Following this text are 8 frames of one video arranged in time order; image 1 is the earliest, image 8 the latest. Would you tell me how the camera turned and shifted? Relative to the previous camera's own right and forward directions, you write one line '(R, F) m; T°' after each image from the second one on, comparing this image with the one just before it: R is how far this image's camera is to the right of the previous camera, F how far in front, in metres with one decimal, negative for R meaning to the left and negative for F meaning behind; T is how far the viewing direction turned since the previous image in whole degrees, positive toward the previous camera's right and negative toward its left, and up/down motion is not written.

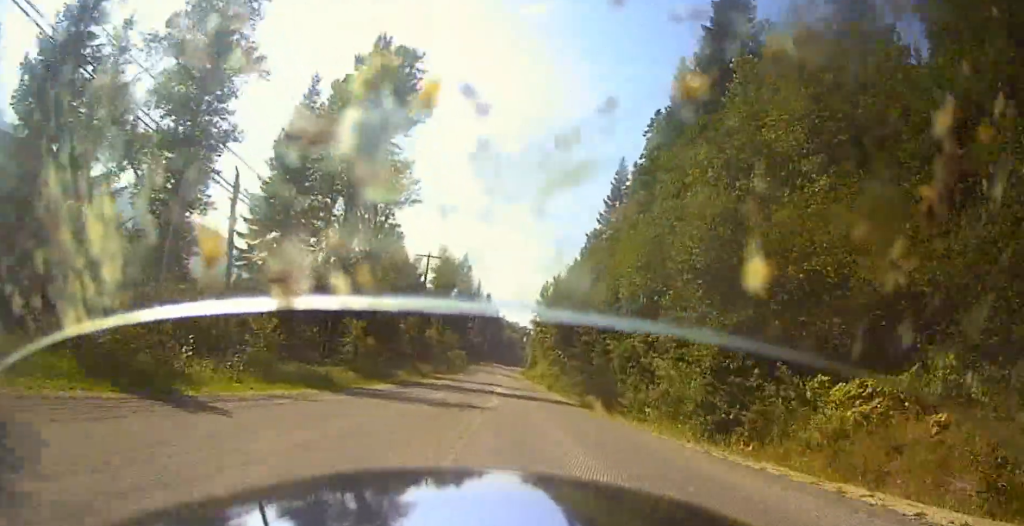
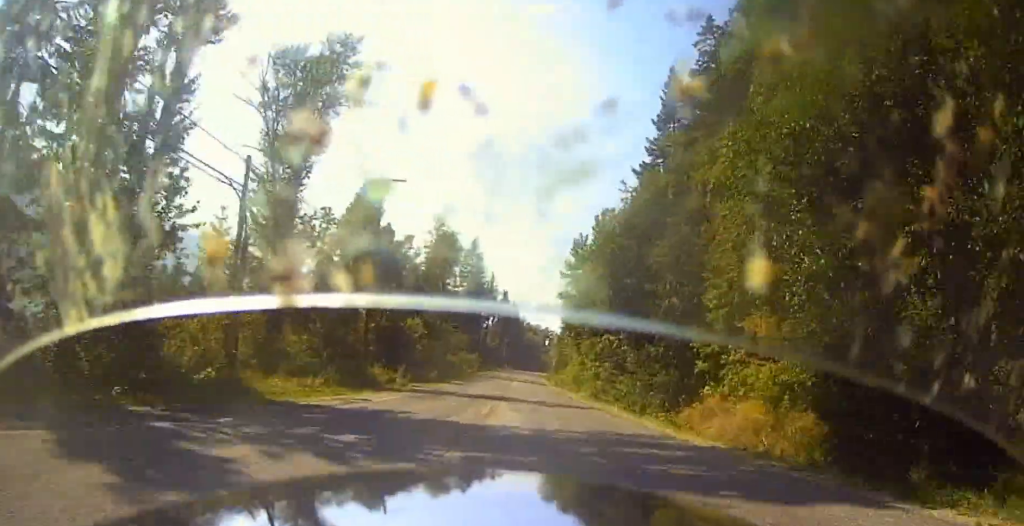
(+1.1, +28.9) m; +8°
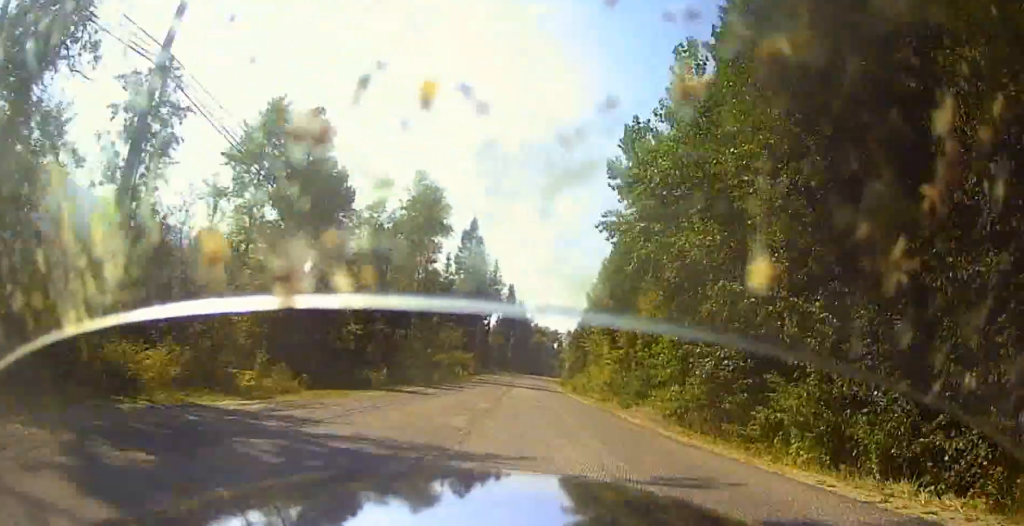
(+1.0, +25.4) m; +2°
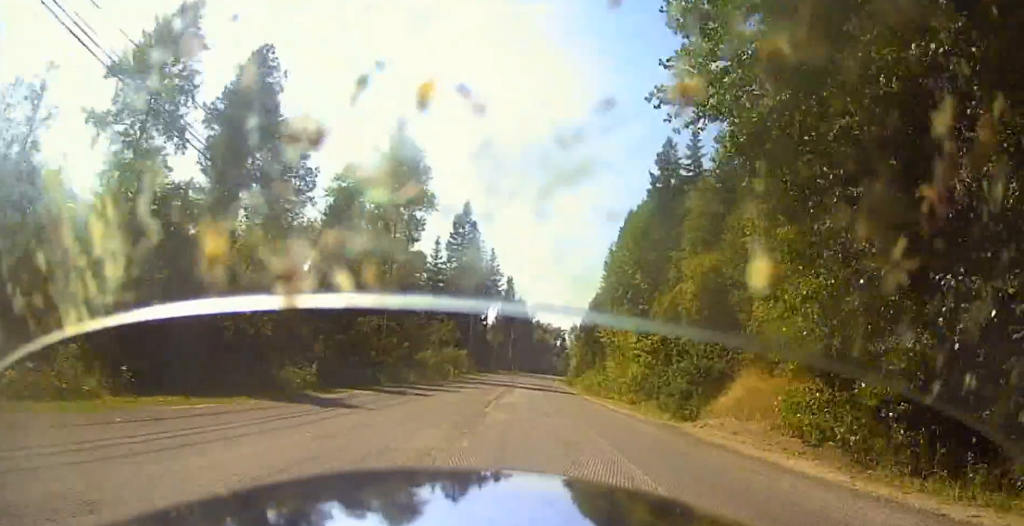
(0.0, +13.0) m; -1°
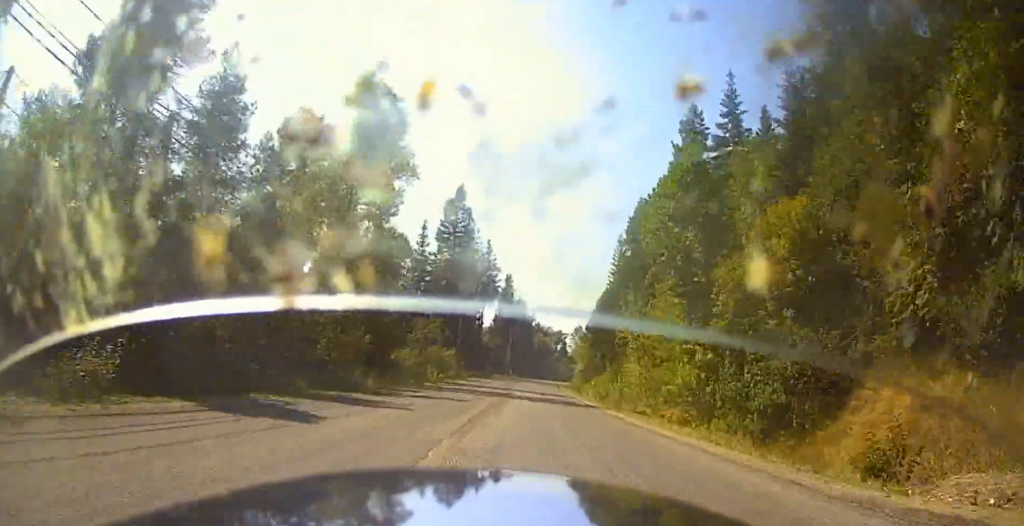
(-0.1, +13.0) m; -1°
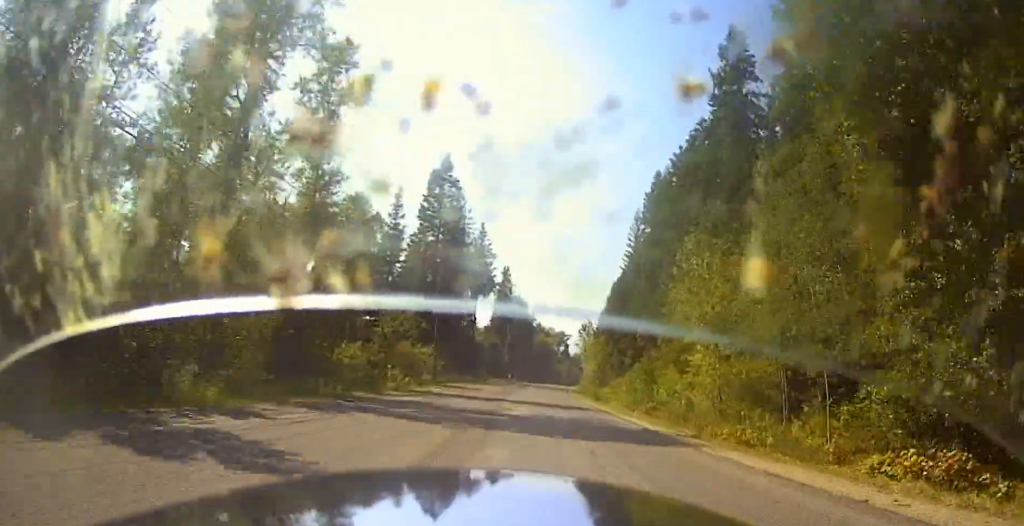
(-0.2, +18.2) m; 0°
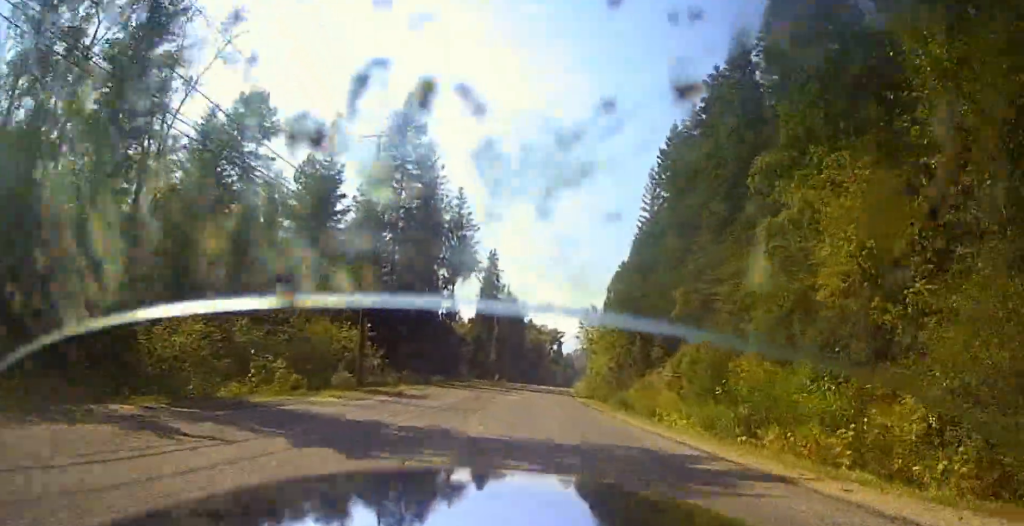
(+0.2, +20.5) m; +3°
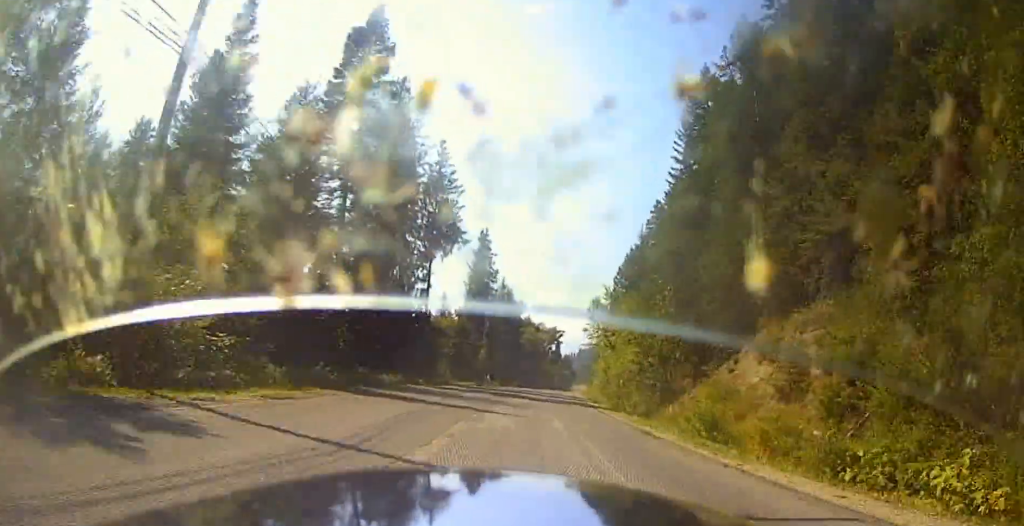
(+0.6, +18.2) m; +3°
